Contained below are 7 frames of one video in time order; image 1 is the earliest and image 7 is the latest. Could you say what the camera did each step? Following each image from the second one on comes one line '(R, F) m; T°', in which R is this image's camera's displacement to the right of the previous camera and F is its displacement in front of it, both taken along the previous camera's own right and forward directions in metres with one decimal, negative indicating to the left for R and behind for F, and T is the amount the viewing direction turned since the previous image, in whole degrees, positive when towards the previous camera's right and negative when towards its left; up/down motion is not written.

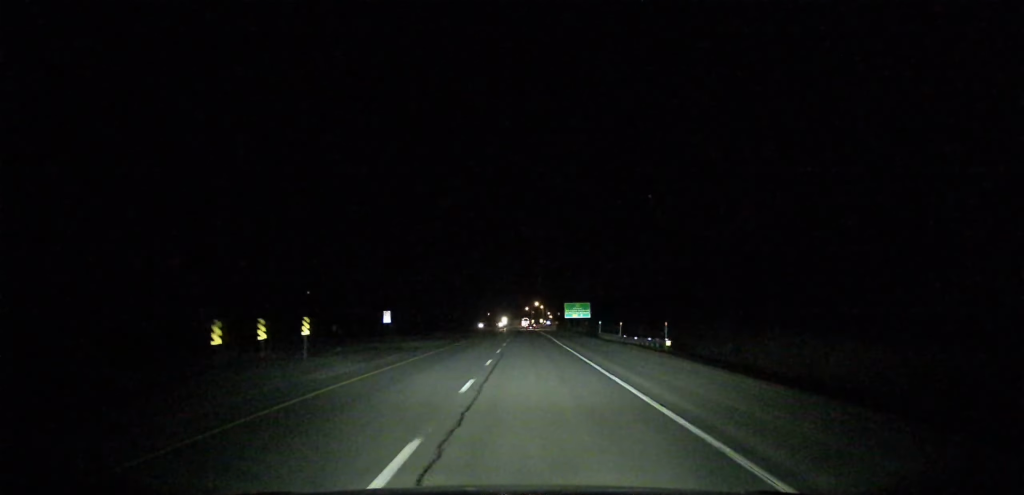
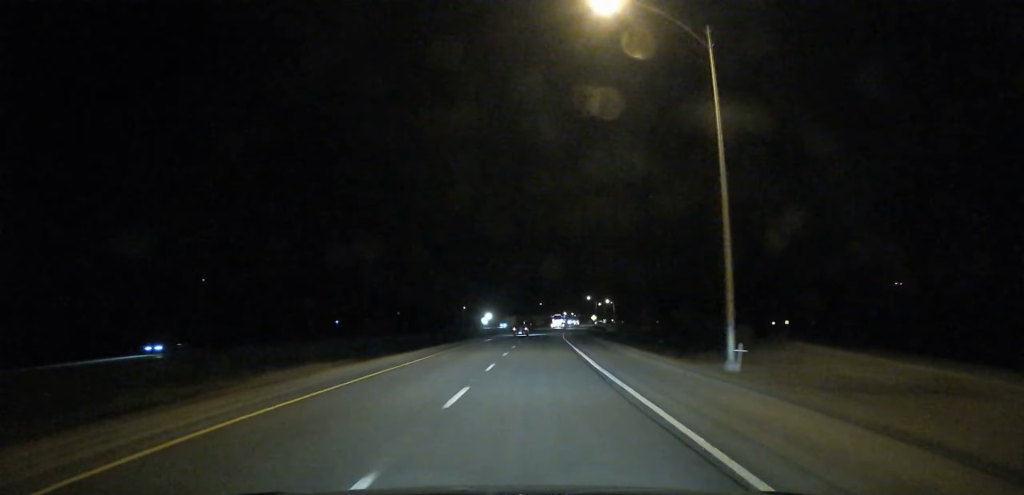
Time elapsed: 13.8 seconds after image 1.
(+2.4, +496.1) m; +3°
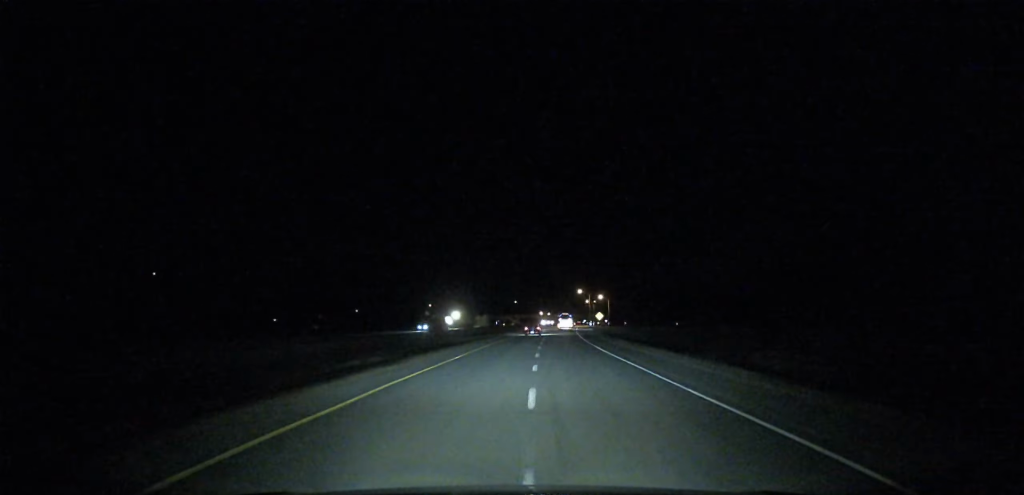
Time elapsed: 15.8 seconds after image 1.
(+1.2, +72.9) m; +1°
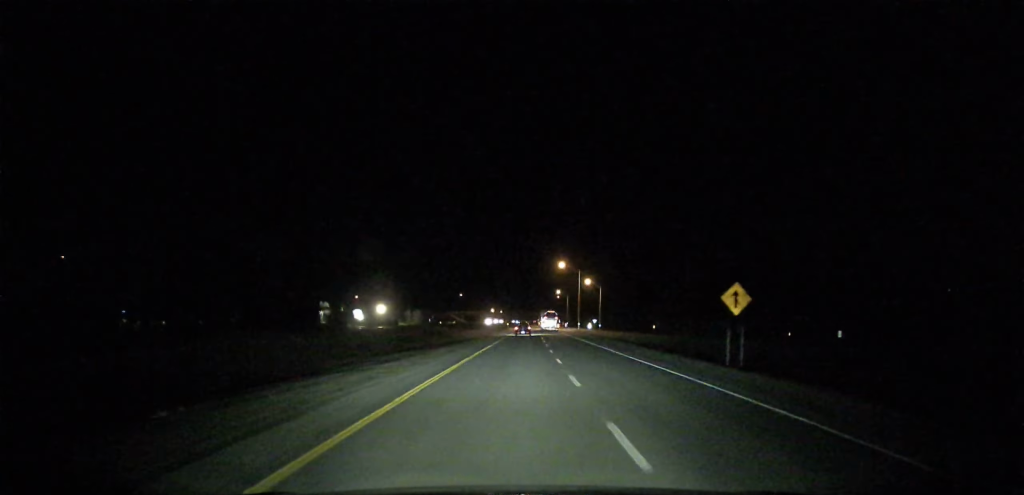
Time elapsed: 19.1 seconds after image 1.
(+3.3, +113.3) m; +2°
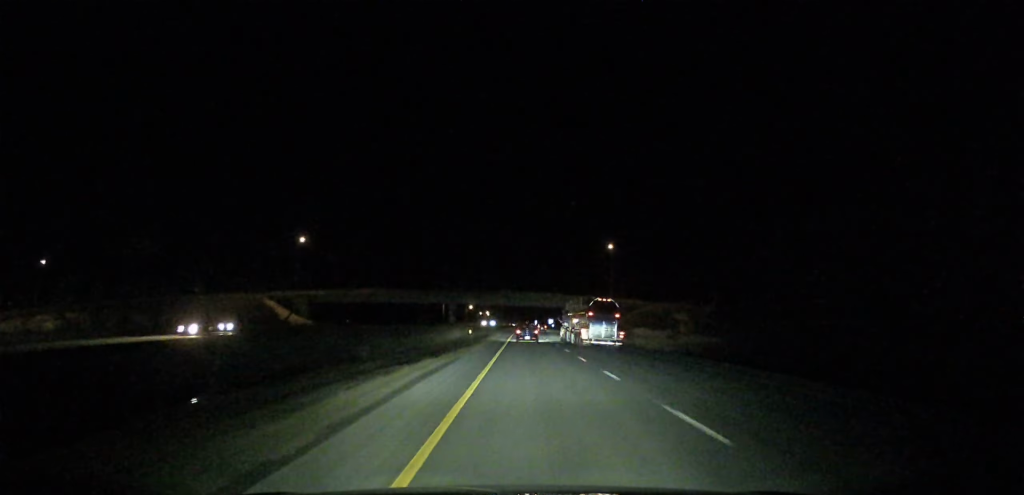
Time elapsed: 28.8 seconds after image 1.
(+6.1, +334.5) m; +1°
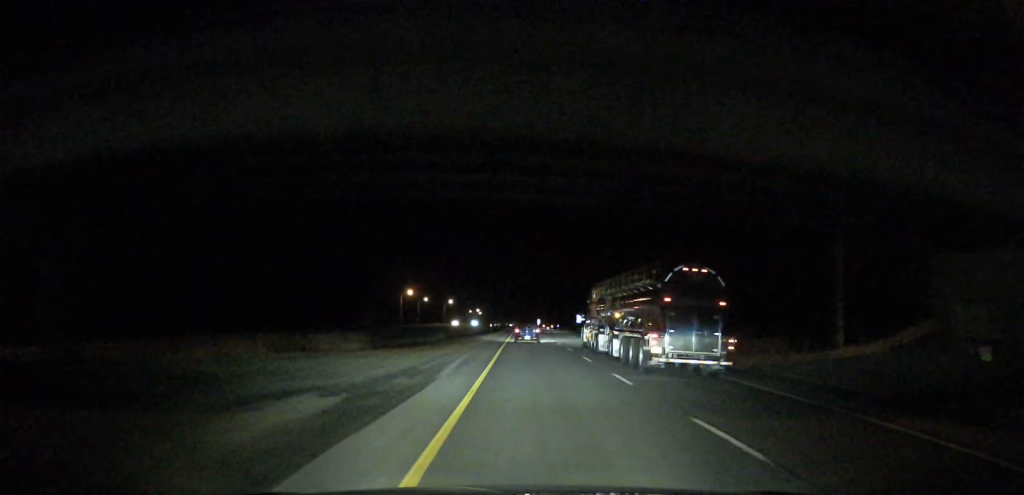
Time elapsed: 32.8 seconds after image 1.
(0.0, +133.0) m; 0°
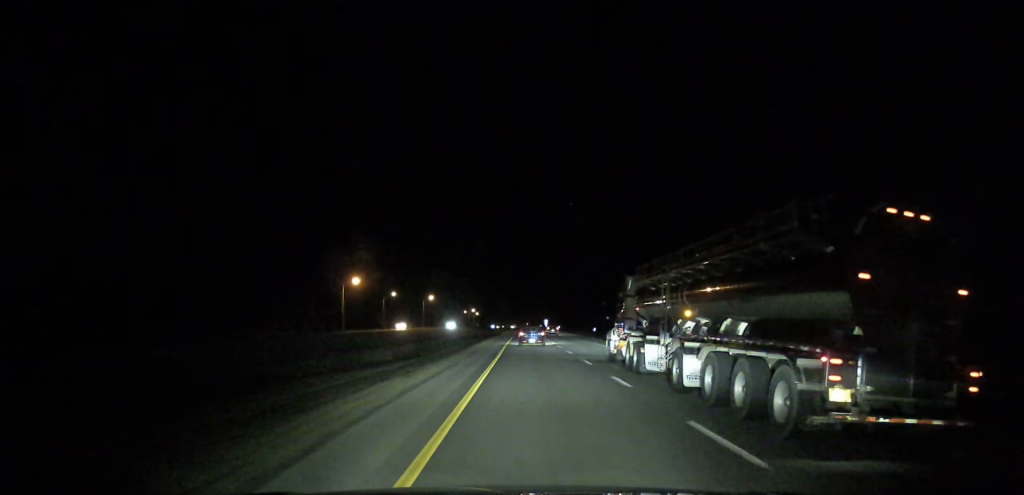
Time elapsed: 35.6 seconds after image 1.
(0.0, +90.3) m; 0°
